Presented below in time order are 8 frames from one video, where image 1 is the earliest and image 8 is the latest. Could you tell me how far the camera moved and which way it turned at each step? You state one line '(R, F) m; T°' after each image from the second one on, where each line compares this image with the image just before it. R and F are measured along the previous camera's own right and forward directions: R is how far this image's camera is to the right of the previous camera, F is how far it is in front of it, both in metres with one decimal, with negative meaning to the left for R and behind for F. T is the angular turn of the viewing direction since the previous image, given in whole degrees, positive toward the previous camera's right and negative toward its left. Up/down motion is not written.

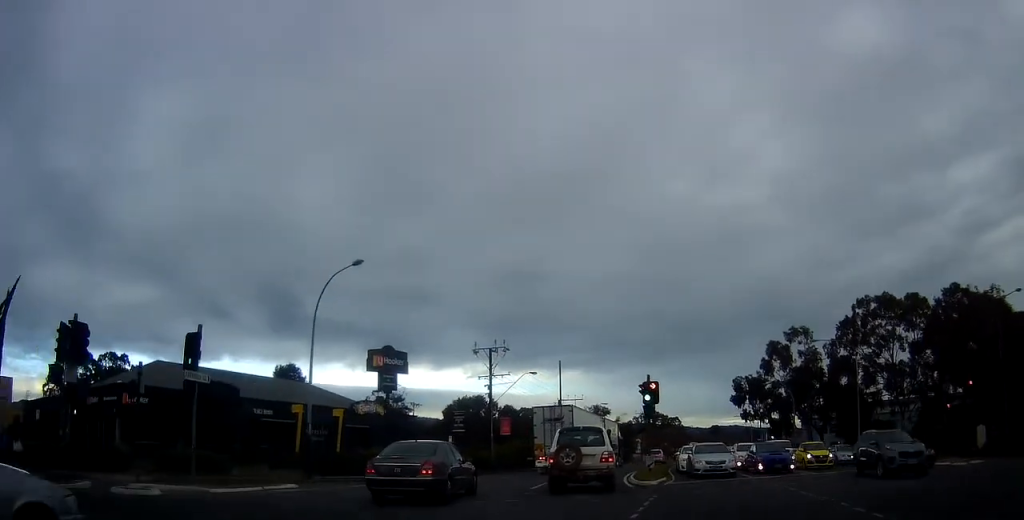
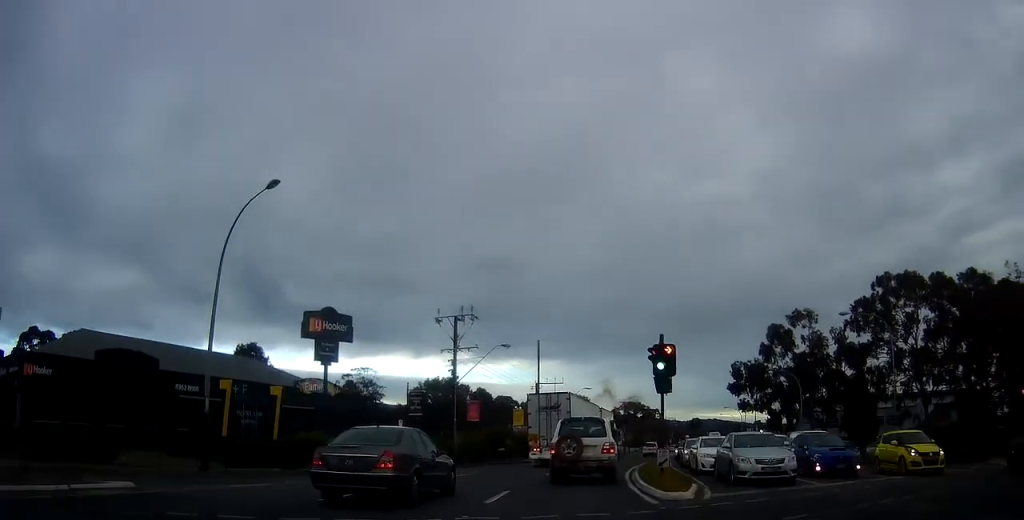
(-0.4, +7.7) m; -1°
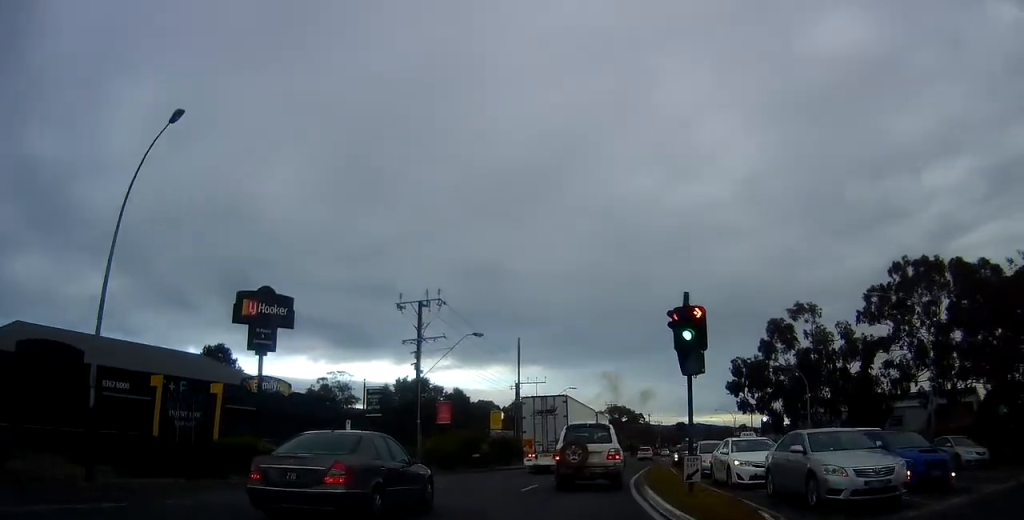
(0.0, +5.8) m; +1°
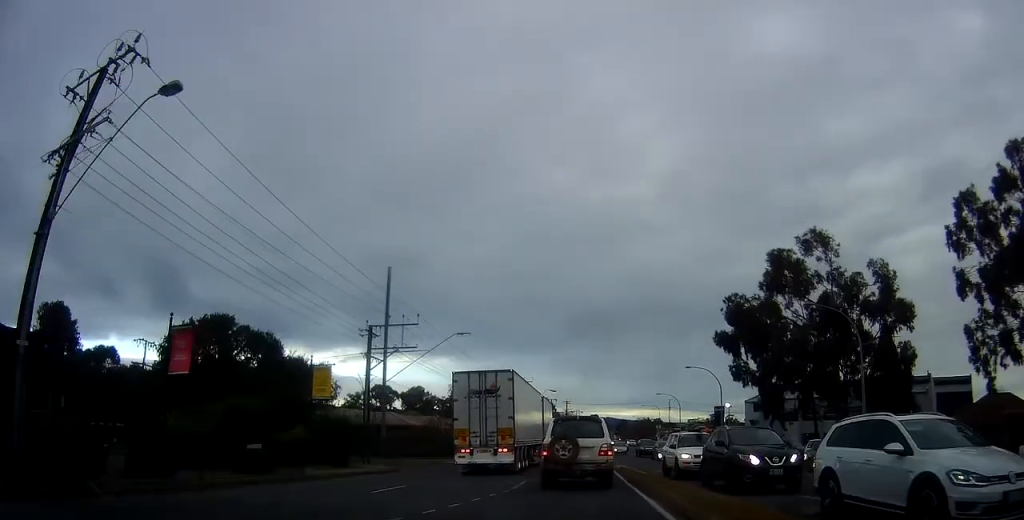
(+2.4, +23.9) m; +11°
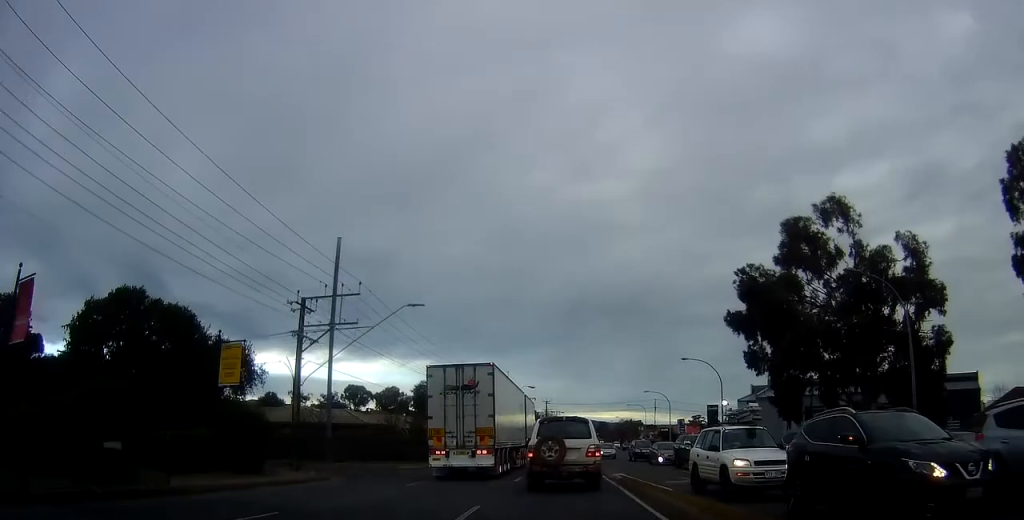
(+0.2, +7.5) m; +2°
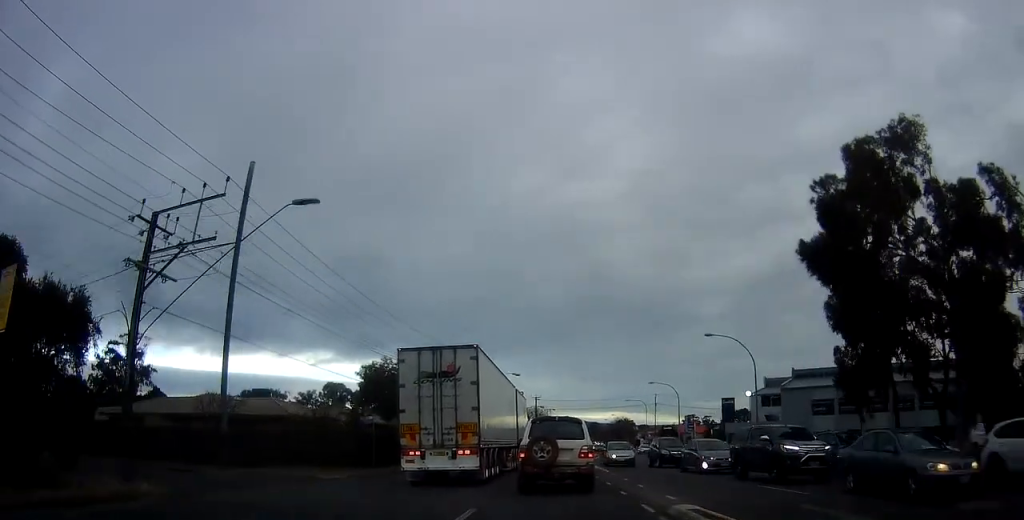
(+0.4, +12.1) m; +2°
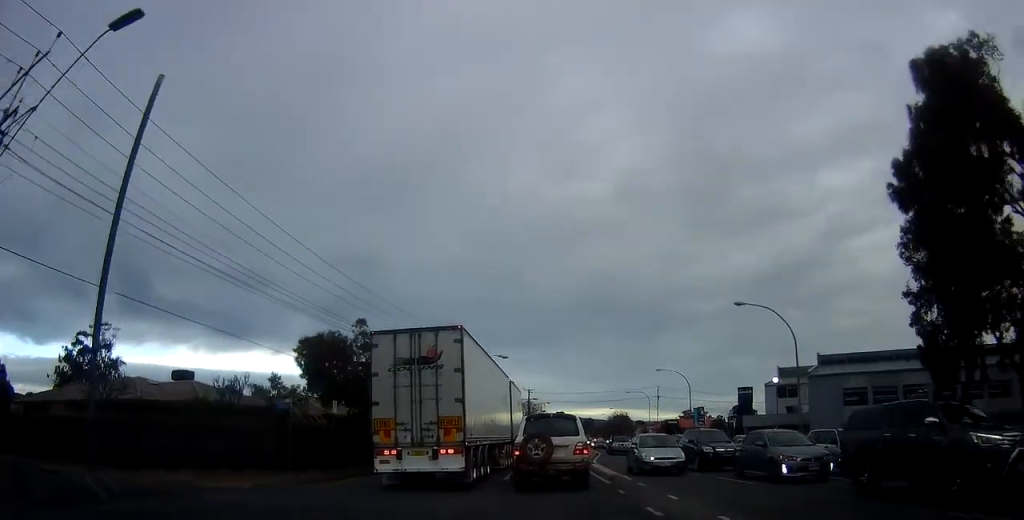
(+0.2, +8.9) m; 0°
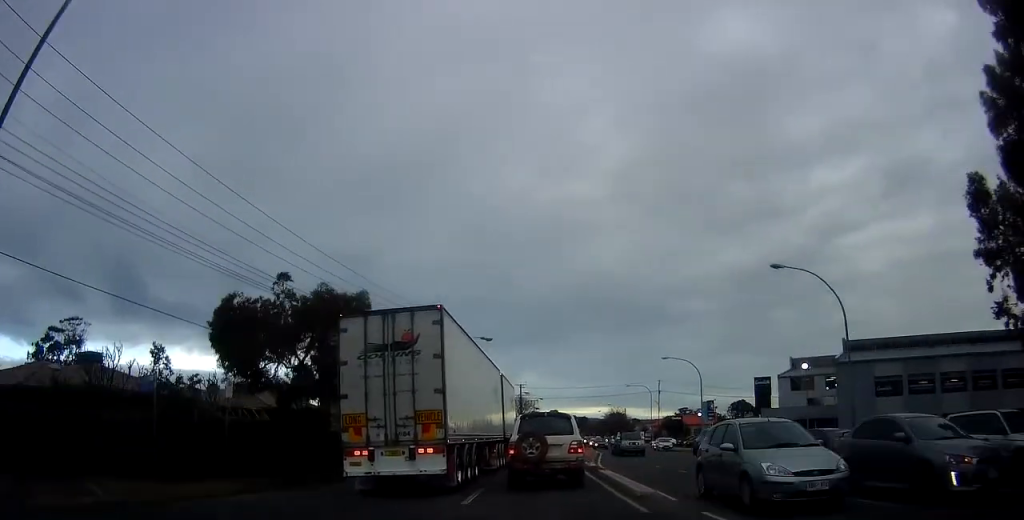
(-0.3, +7.5) m; 0°
